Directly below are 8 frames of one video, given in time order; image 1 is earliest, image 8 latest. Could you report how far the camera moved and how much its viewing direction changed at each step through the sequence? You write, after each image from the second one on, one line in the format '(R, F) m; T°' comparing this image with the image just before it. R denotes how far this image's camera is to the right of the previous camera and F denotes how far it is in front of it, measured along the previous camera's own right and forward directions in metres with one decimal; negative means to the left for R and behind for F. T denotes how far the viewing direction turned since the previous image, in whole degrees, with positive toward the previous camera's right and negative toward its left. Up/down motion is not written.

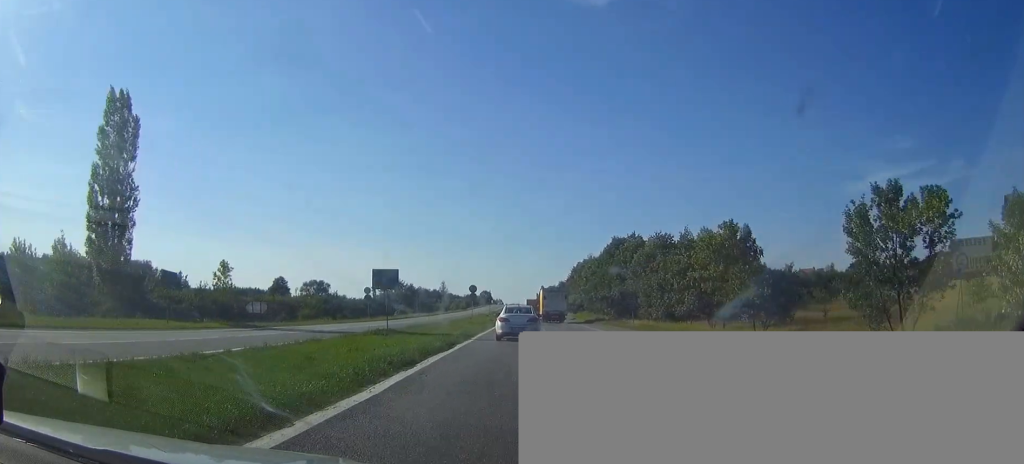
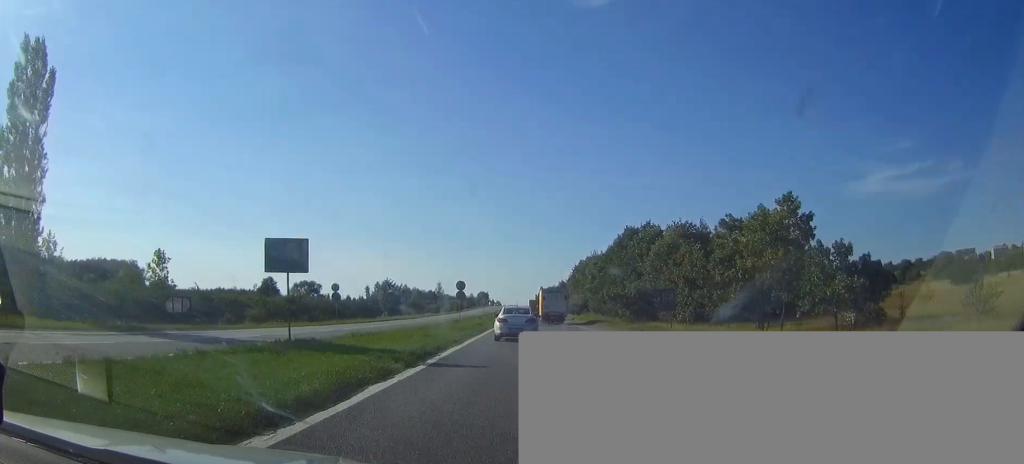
(0.0, +13.5) m; 0°
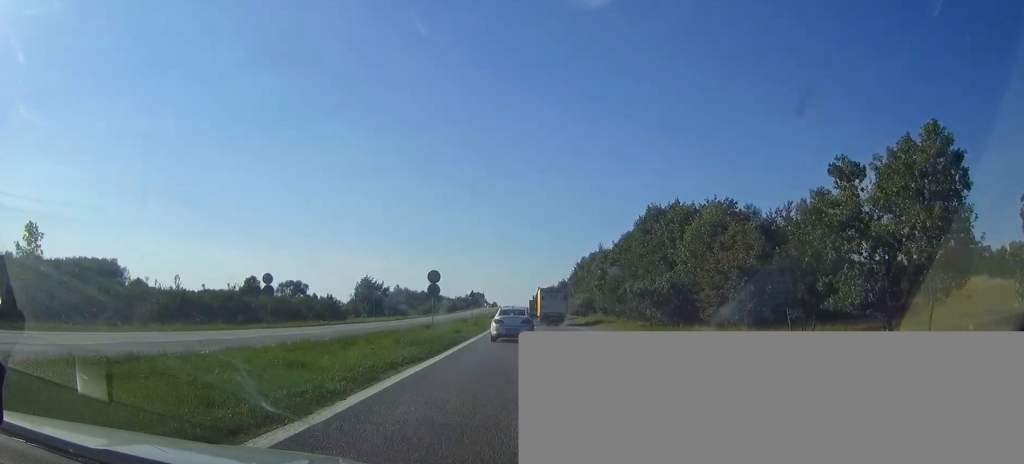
(0.0, +18.0) m; 0°
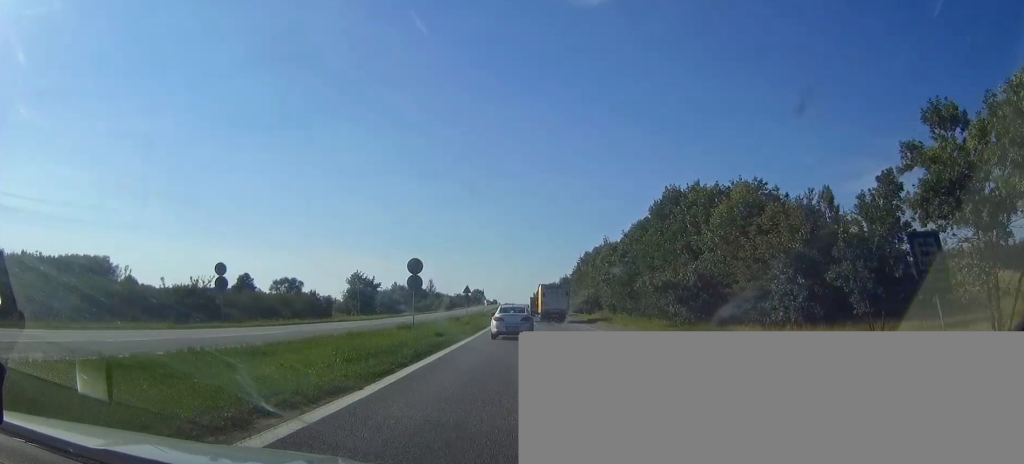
(0.0, +8.5) m; 0°
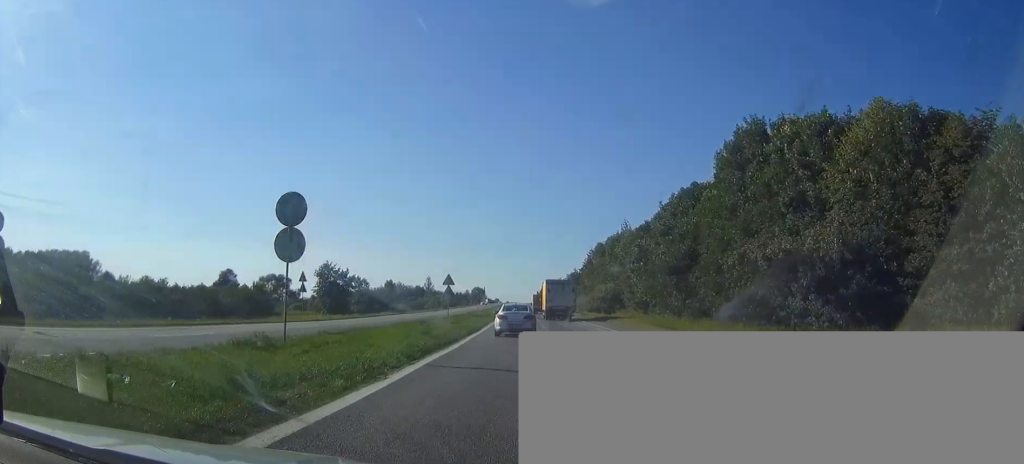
(0.0, +20.8) m; 0°
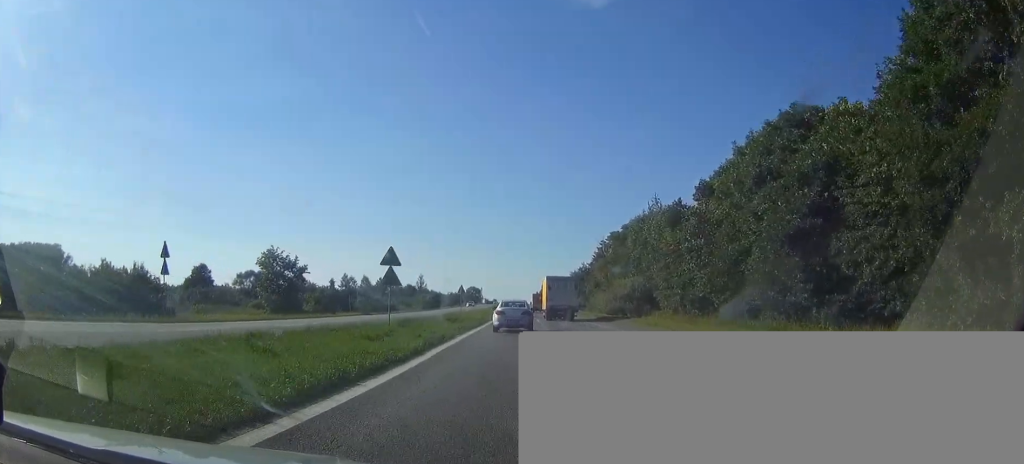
(-0.1, +23.6) m; 0°
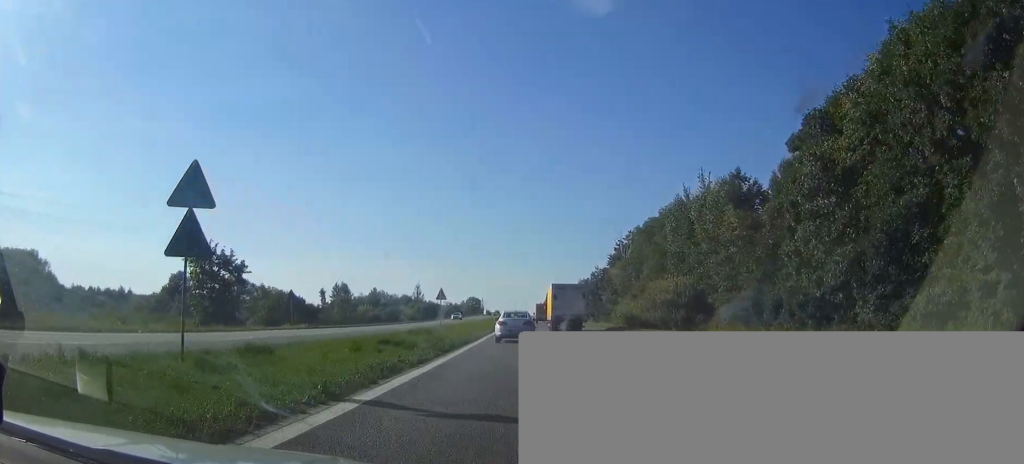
(0.0, +19.5) m; 0°
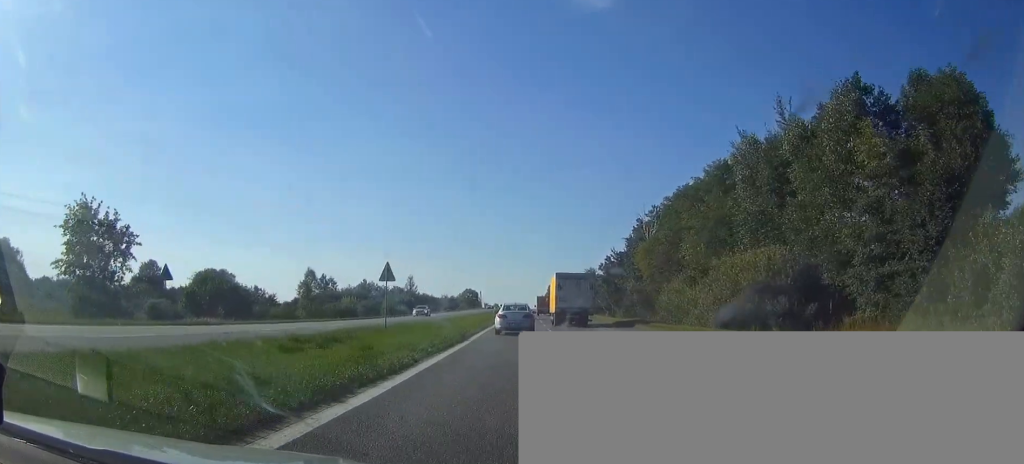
(0.0, +20.5) m; 0°
